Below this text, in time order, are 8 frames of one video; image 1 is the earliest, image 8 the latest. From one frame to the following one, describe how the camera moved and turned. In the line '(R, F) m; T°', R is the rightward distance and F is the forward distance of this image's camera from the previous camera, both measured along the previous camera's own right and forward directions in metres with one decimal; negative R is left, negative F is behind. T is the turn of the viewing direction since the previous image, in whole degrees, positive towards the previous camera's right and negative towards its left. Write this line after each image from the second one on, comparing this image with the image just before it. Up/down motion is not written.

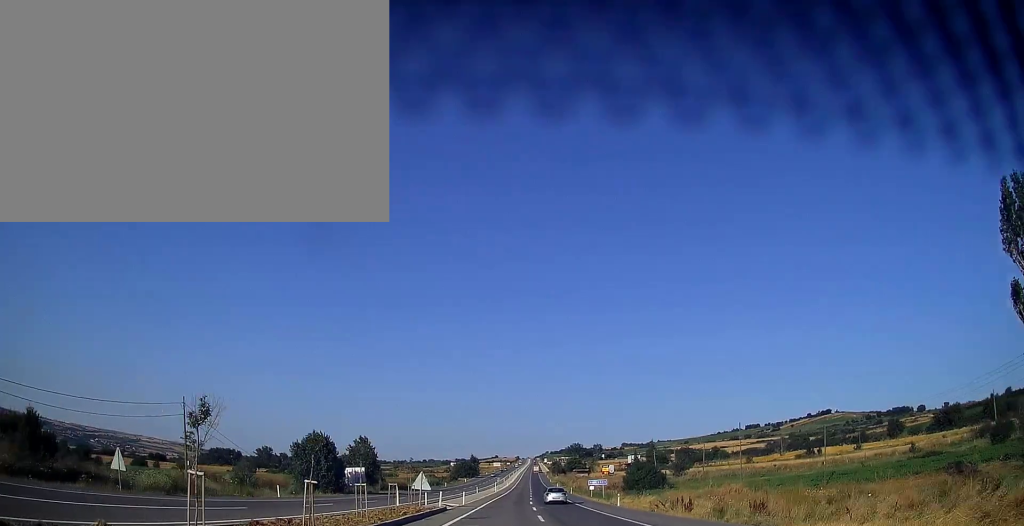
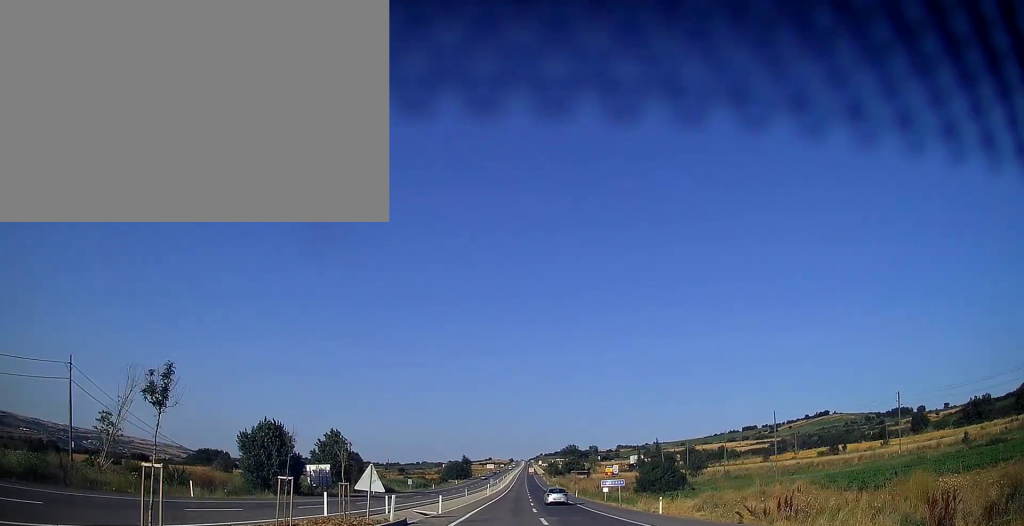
(+0.1, +13.7) m; +1°
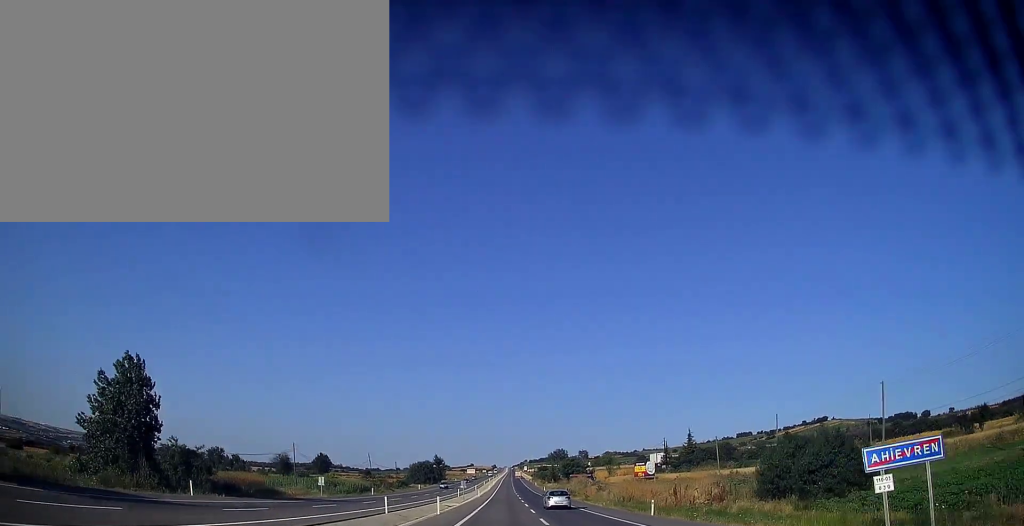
(+0.6, +46.8) m; +1°
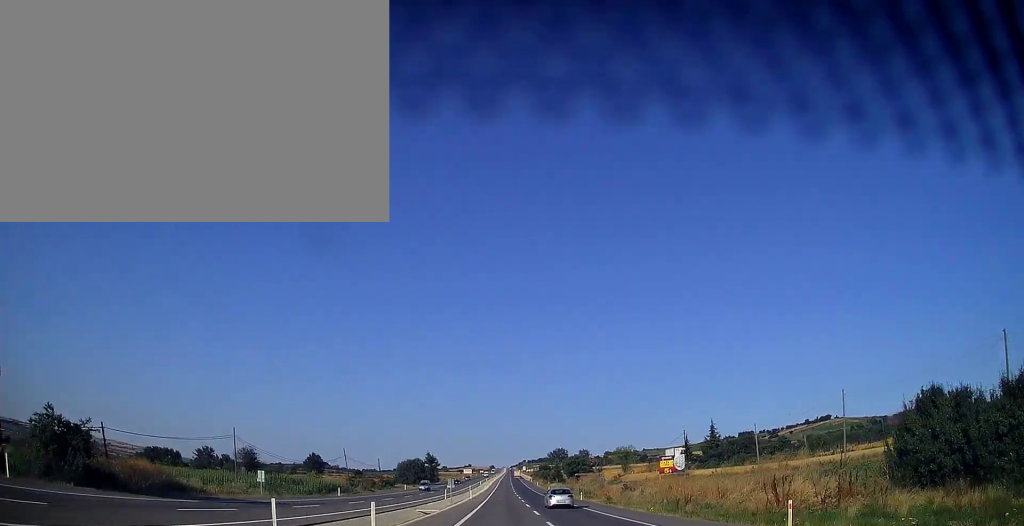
(0.0, +16.5) m; 0°
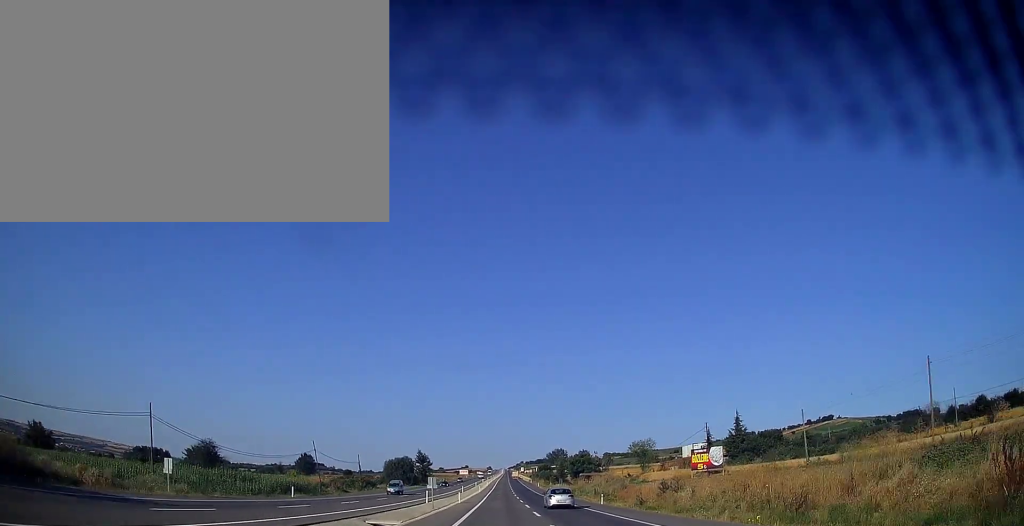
(+0.1, +14.5) m; 0°
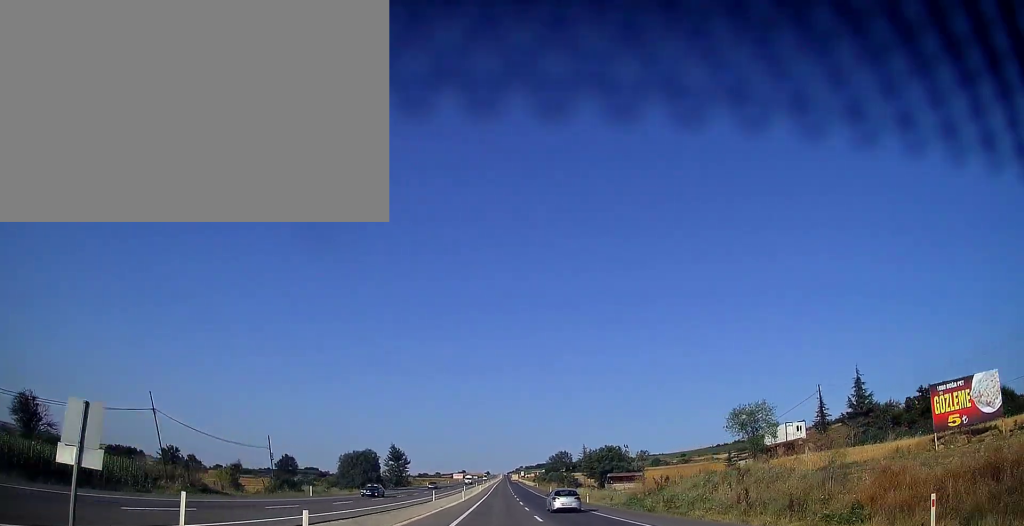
(+0.2, +39.6) m; 0°
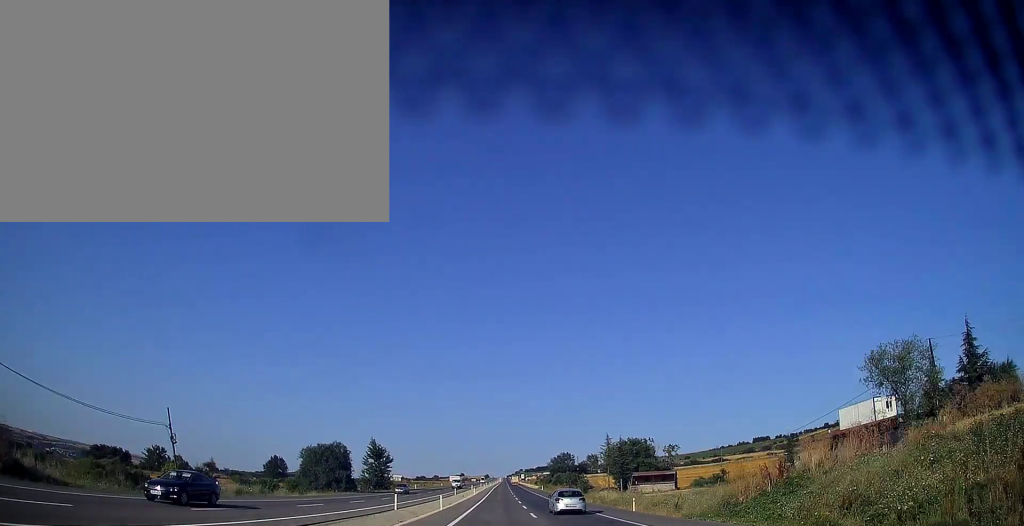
(+0.1, +20.3) m; 0°
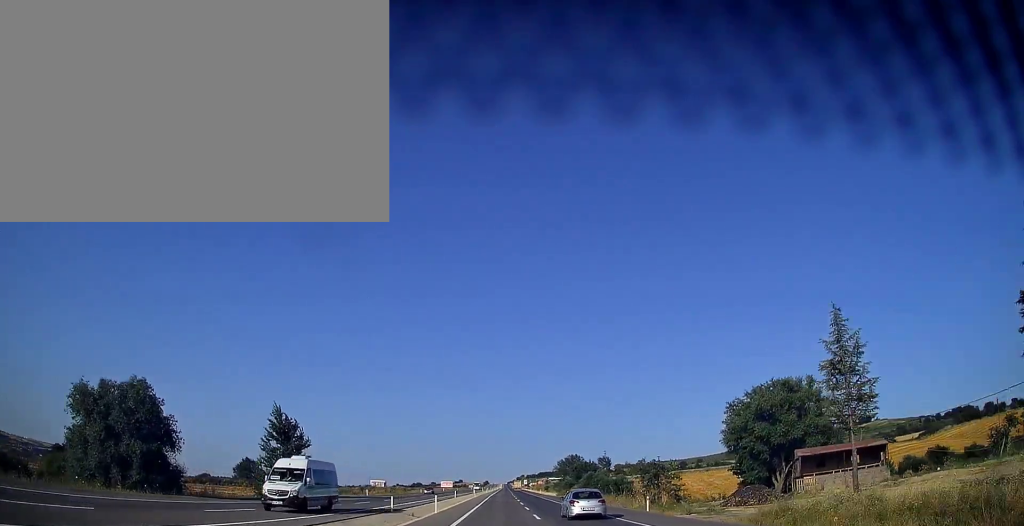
(-0.2, +49.4) m; 0°
